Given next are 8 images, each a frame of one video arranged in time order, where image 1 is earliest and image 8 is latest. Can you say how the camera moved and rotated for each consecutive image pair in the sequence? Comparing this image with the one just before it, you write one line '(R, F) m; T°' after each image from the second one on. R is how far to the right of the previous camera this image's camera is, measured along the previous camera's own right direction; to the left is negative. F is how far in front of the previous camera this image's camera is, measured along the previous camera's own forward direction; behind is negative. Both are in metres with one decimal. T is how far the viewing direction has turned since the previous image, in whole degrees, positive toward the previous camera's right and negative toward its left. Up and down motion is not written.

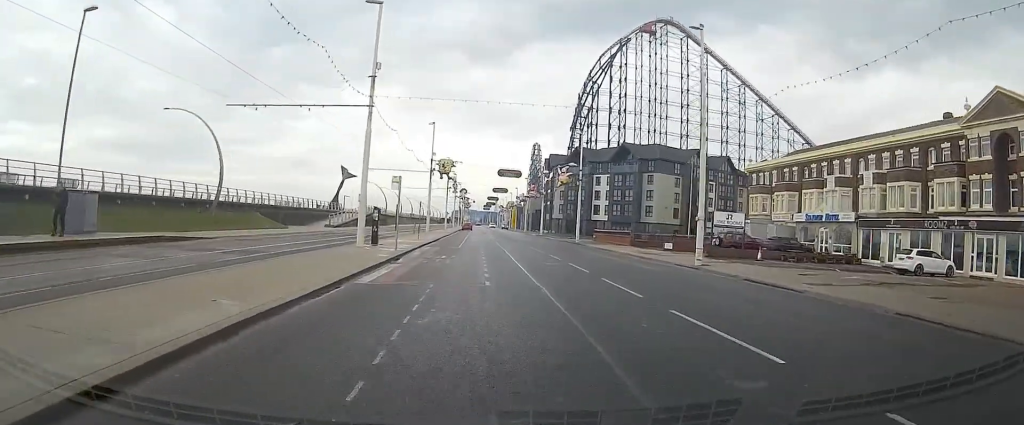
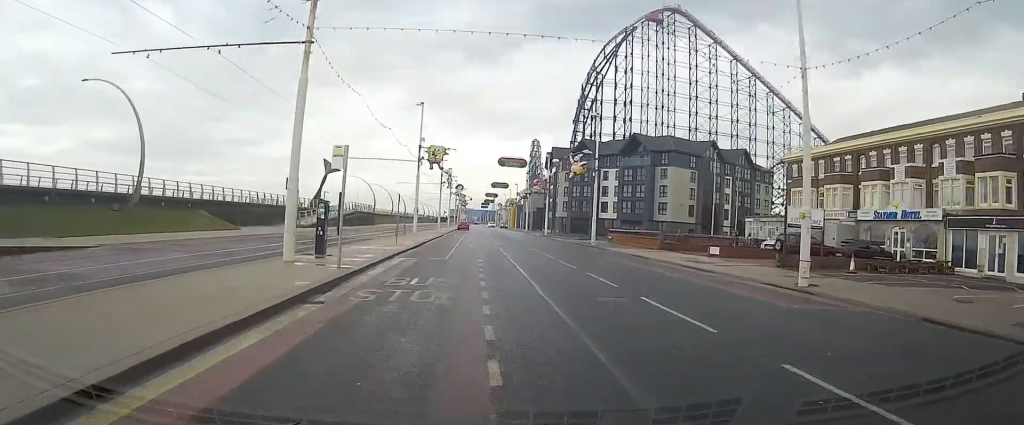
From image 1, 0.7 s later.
(0.0, +10.0) m; 0°
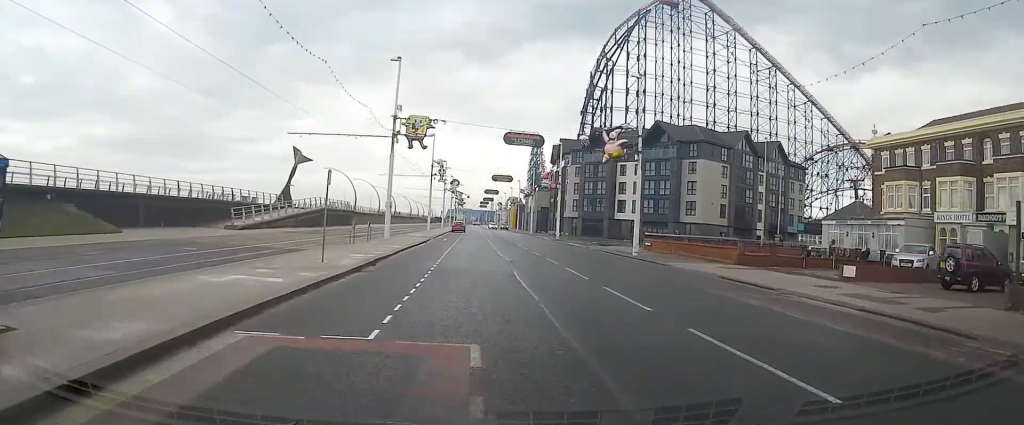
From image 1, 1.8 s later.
(0.0, +15.0) m; 0°
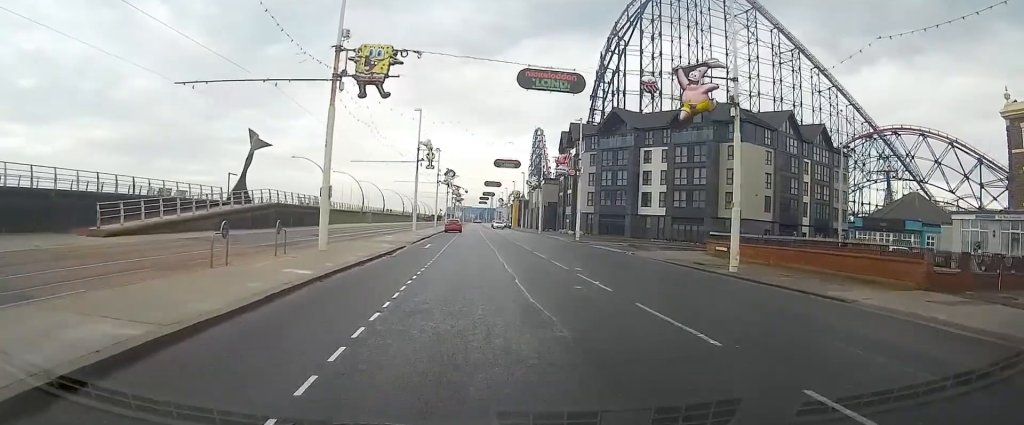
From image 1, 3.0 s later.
(+0.1, +15.3) m; 0°
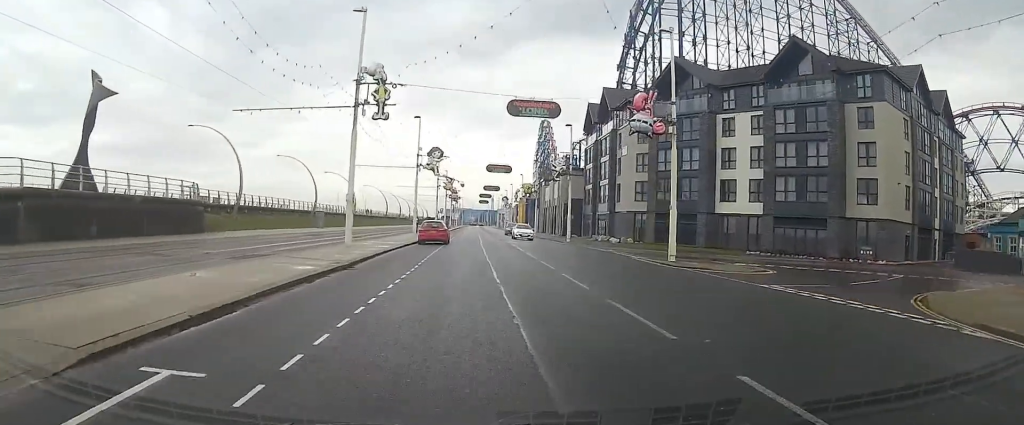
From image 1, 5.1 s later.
(-0.1, +28.7) m; 0°
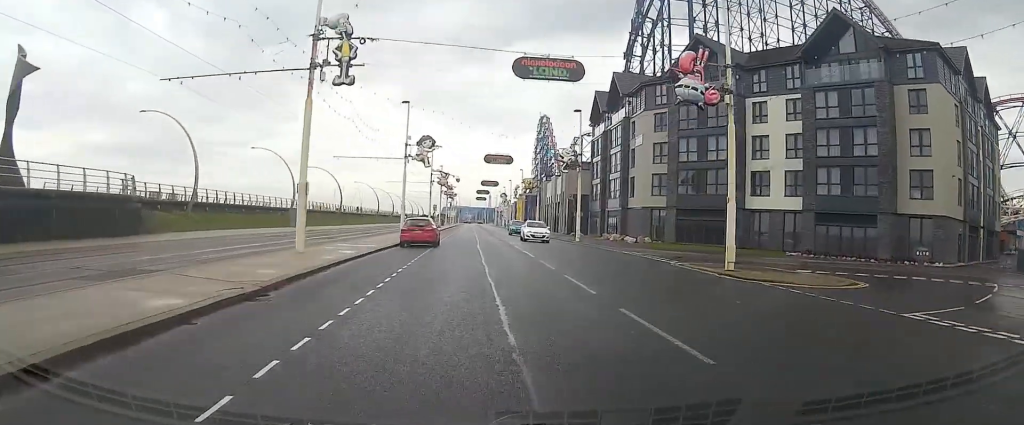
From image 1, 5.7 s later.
(0.0, +7.5) m; 0°
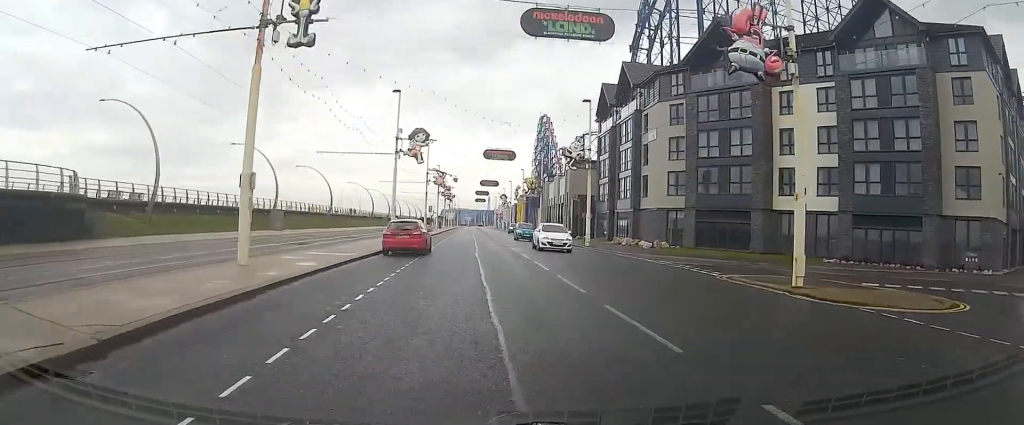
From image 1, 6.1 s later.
(0.0, +5.3) m; 0°
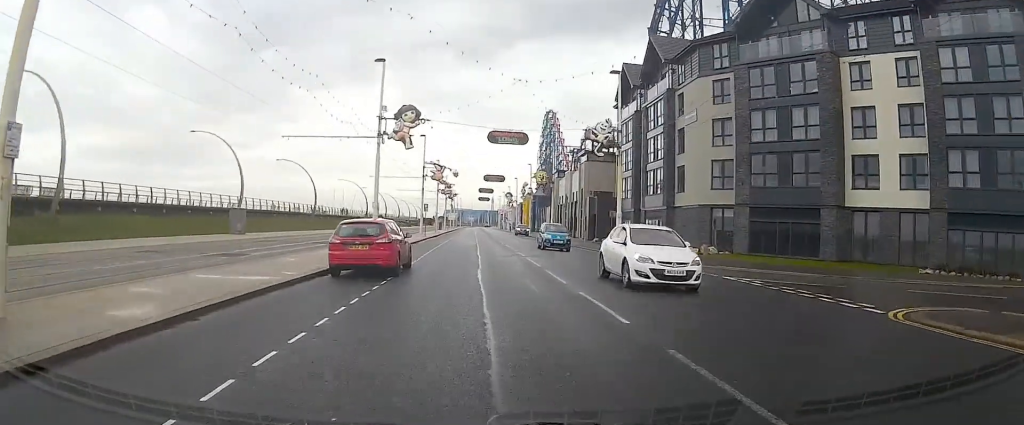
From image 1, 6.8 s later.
(0.0, +9.7) m; 0°
